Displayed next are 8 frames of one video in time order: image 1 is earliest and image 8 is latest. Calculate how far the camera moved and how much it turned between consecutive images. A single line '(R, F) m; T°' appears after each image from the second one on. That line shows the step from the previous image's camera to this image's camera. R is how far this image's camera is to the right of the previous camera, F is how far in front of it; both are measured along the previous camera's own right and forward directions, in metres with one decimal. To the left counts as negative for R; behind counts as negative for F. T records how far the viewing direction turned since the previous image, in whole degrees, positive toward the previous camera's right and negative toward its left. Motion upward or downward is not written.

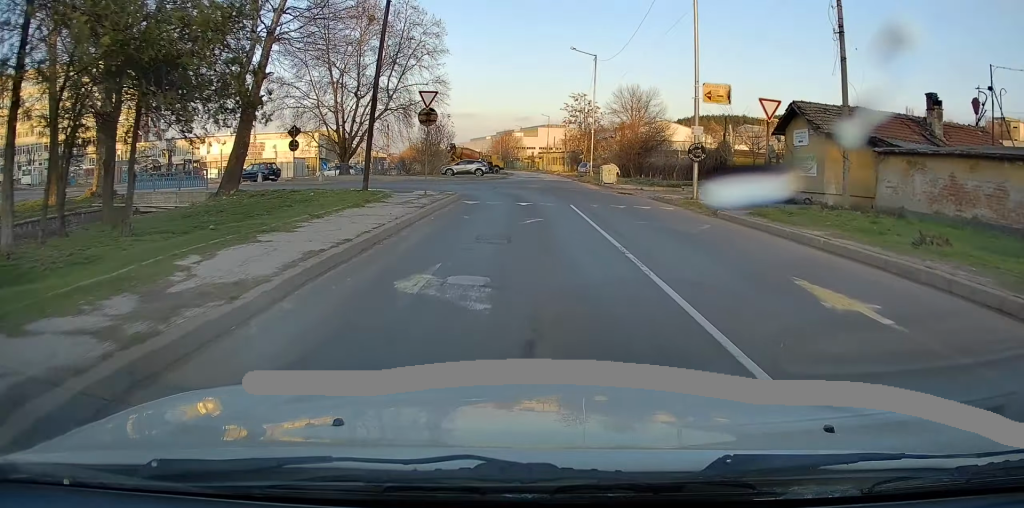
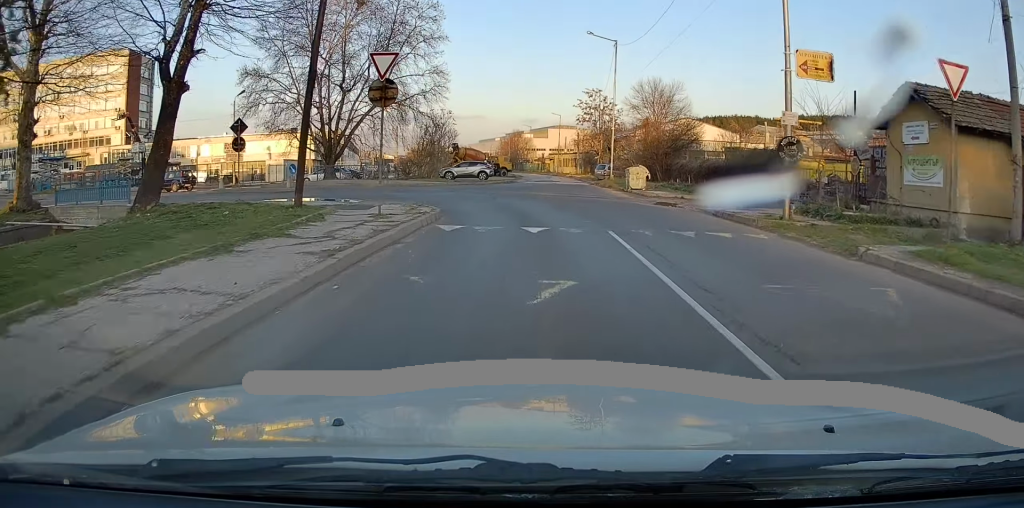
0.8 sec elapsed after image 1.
(0.0, +7.2) m; 0°
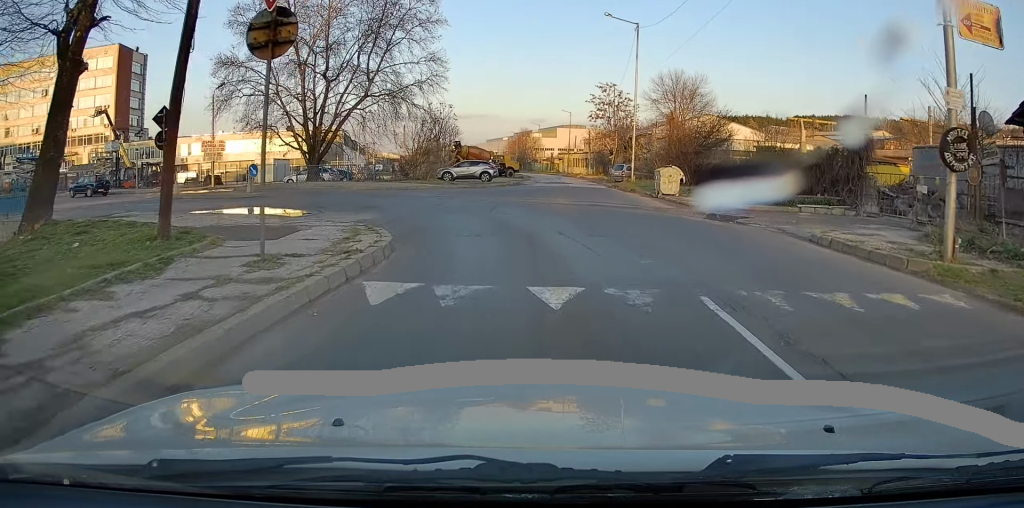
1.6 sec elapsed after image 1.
(+0.1, +6.3) m; 0°
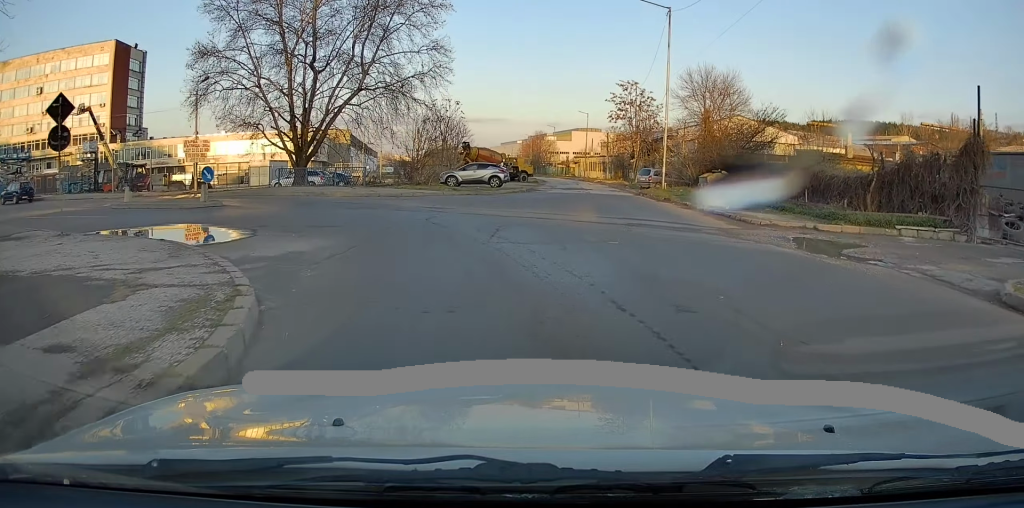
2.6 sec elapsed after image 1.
(-0.1, +5.9) m; 0°
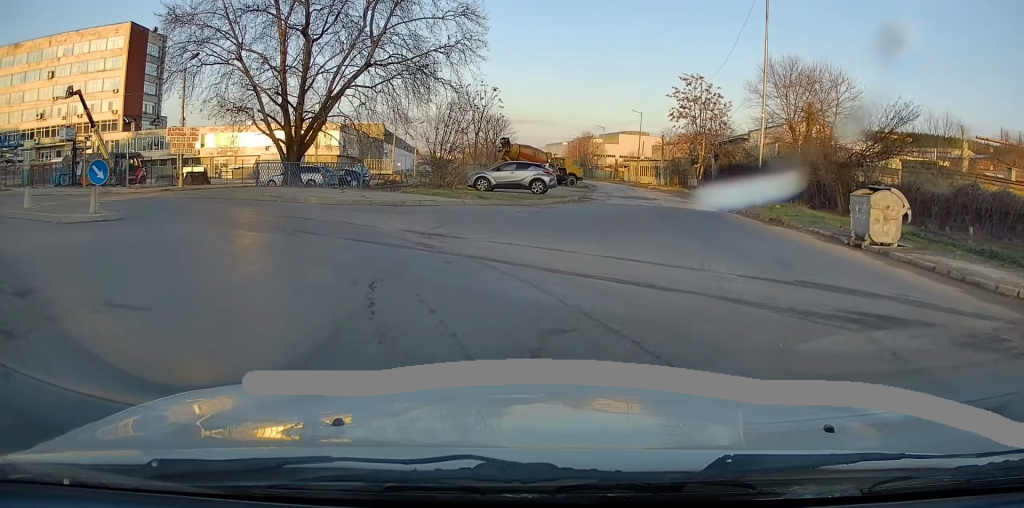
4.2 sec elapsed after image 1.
(-0.6, +8.5) m; -14°
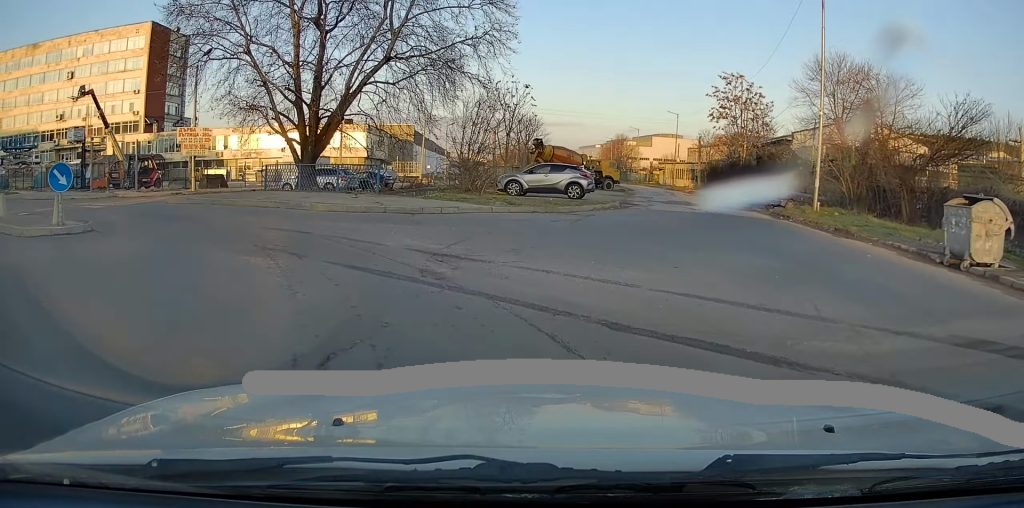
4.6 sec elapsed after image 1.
(-0.1, +2.5) m; -5°
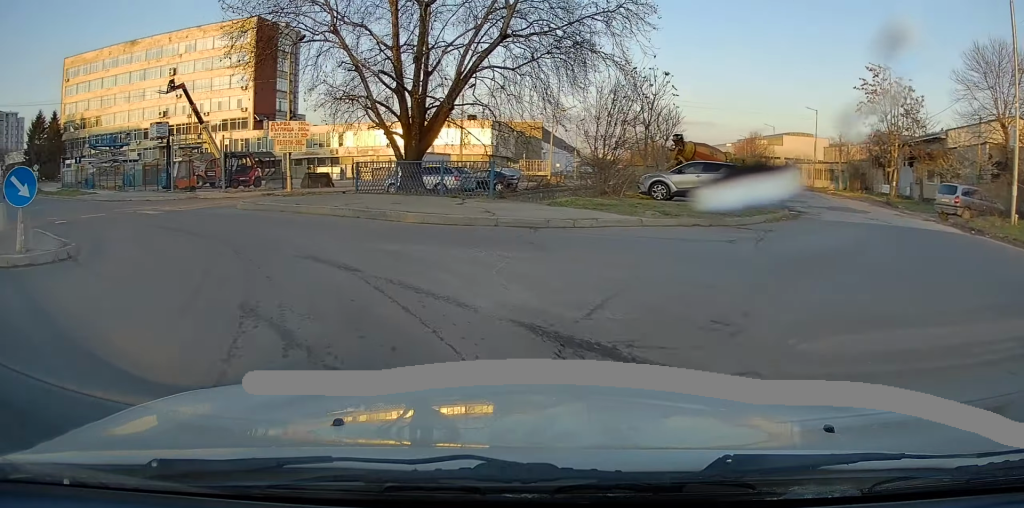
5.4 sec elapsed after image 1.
(-0.3, +4.5) m; -8°
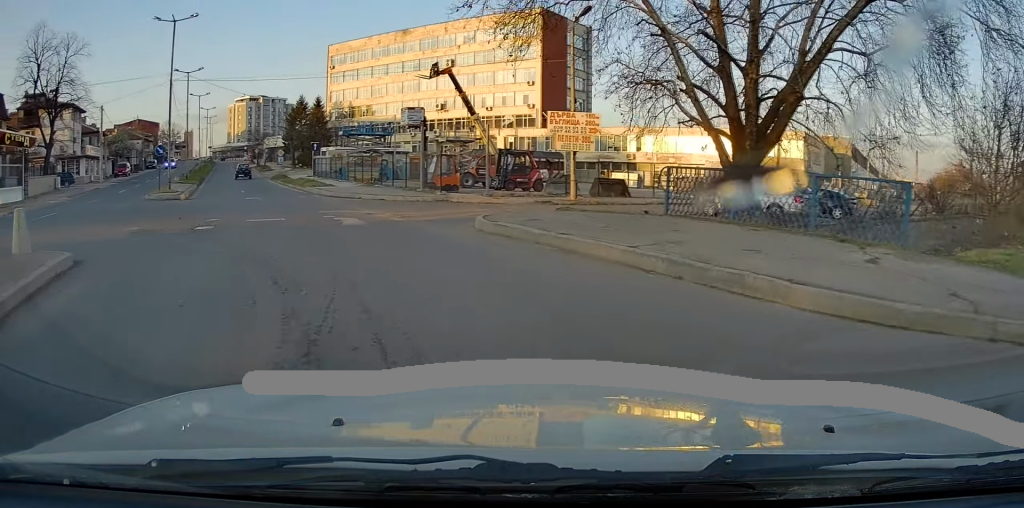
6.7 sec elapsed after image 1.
(-1.1, +7.6) m; -19°
